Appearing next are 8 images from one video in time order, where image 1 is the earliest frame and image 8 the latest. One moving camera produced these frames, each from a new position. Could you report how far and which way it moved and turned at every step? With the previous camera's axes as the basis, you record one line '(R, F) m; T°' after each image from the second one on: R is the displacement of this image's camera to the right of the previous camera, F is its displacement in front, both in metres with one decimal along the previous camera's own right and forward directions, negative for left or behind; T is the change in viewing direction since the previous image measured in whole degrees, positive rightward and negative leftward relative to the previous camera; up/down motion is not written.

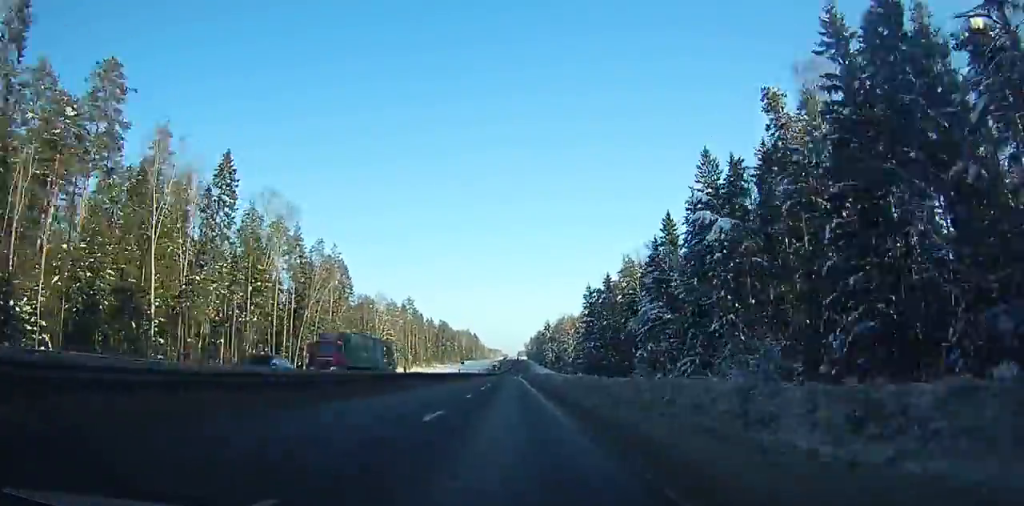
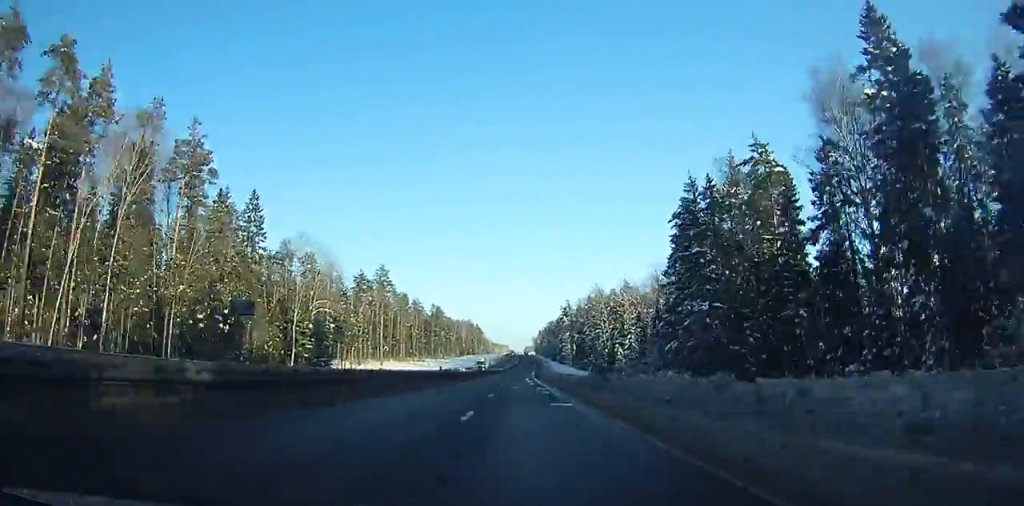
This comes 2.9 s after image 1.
(0.0, +72.8) m; 0°
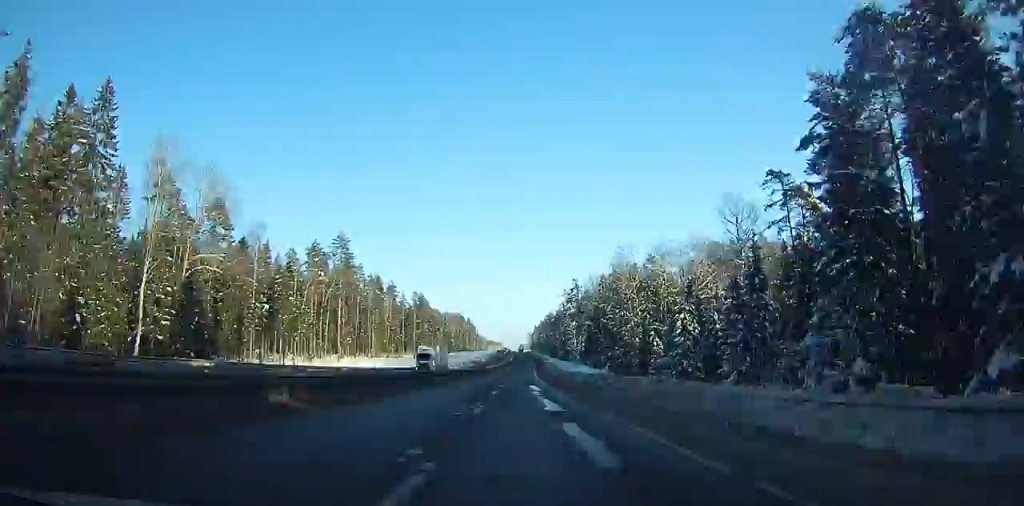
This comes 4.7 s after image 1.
(-0.1, +46.5) m; +1°
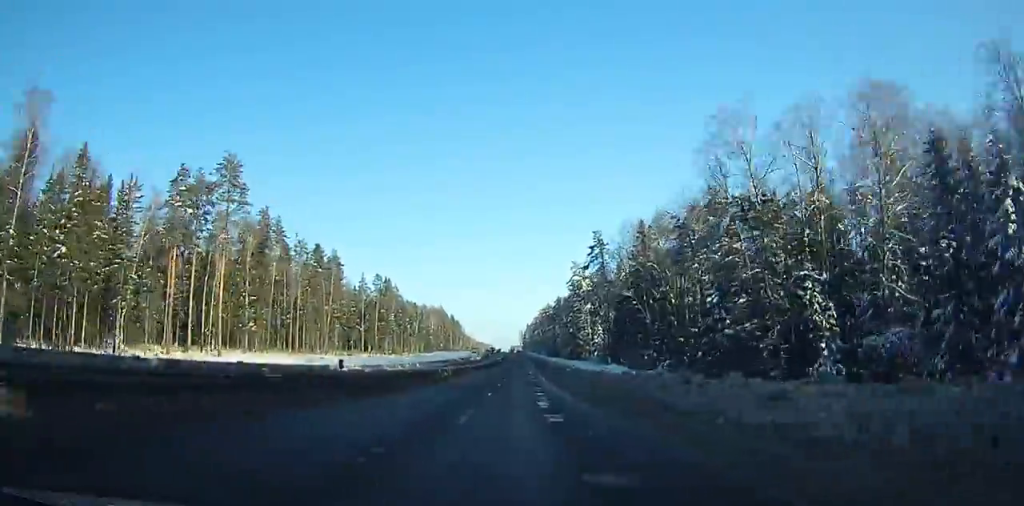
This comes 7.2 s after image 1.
(+0.7, +66.0) m; +1°
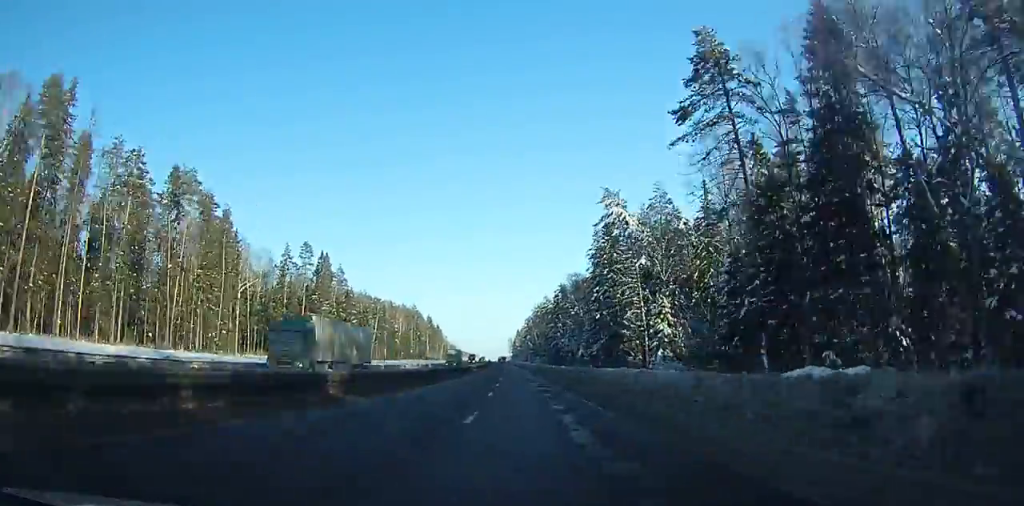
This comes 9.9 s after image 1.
(+0.7, +72.5) m; 0°
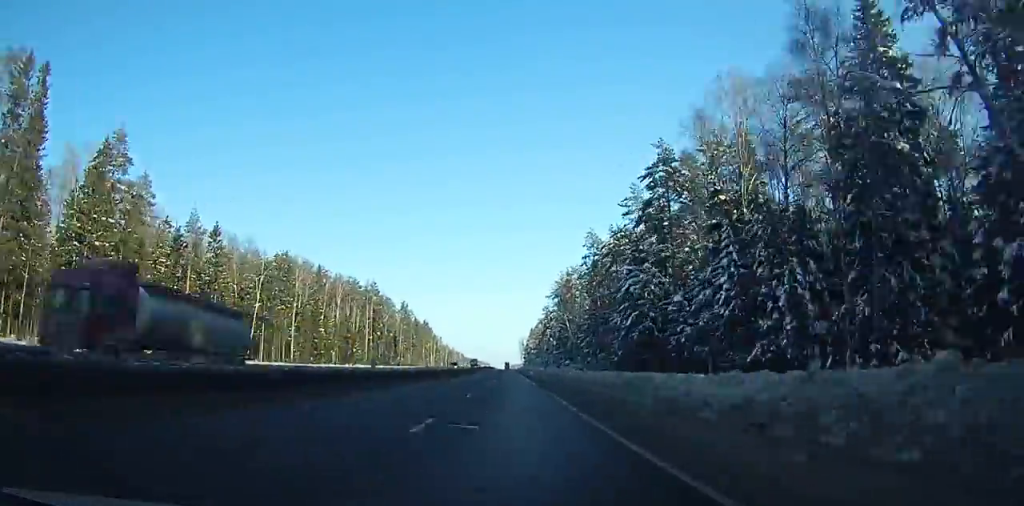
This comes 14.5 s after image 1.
(-1.4, +124.5) m; 0°
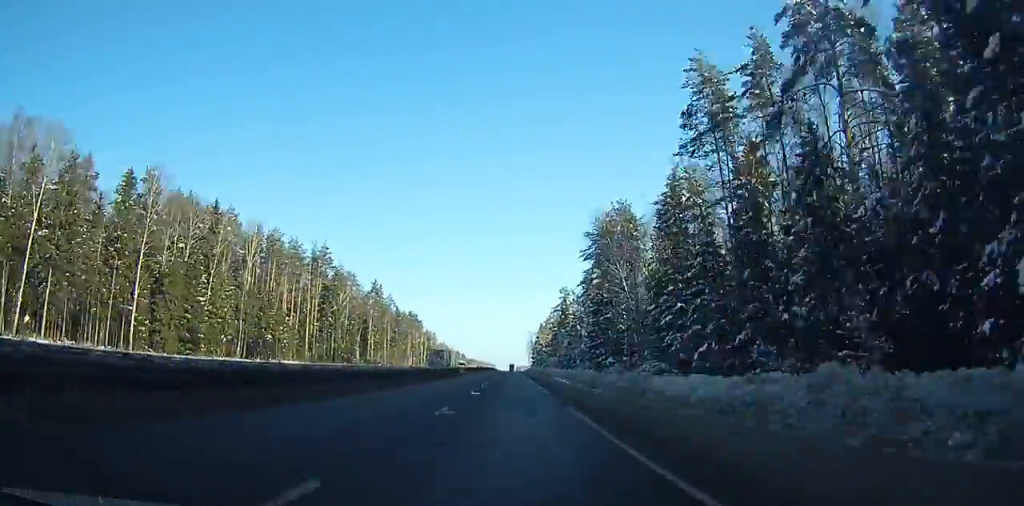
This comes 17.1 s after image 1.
(+1.9, +67.8) m; -2°
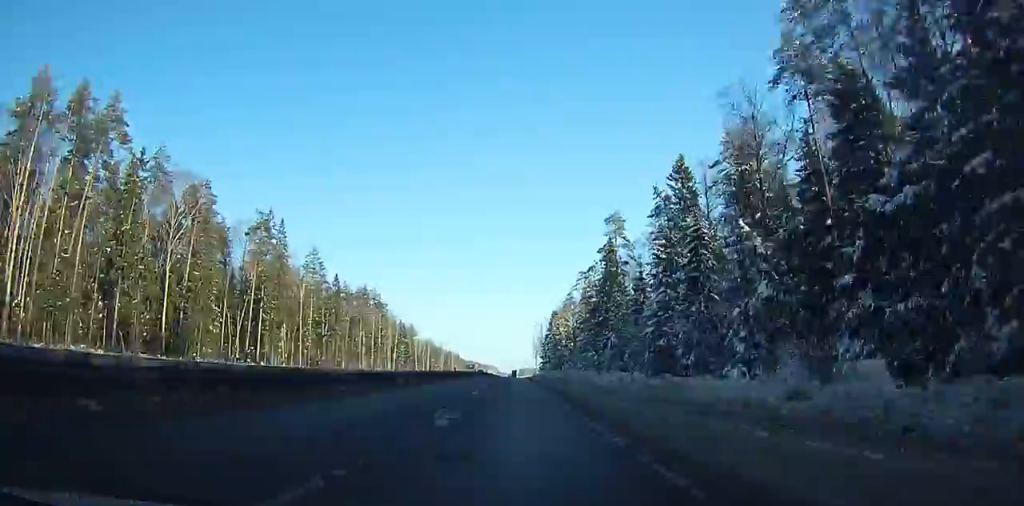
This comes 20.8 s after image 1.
(-5.0, +83.9) m; -2°
